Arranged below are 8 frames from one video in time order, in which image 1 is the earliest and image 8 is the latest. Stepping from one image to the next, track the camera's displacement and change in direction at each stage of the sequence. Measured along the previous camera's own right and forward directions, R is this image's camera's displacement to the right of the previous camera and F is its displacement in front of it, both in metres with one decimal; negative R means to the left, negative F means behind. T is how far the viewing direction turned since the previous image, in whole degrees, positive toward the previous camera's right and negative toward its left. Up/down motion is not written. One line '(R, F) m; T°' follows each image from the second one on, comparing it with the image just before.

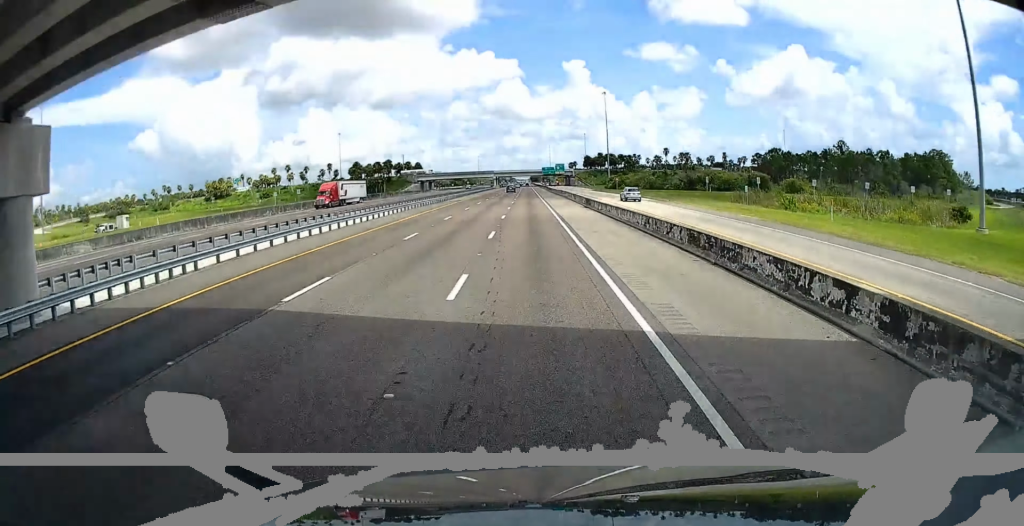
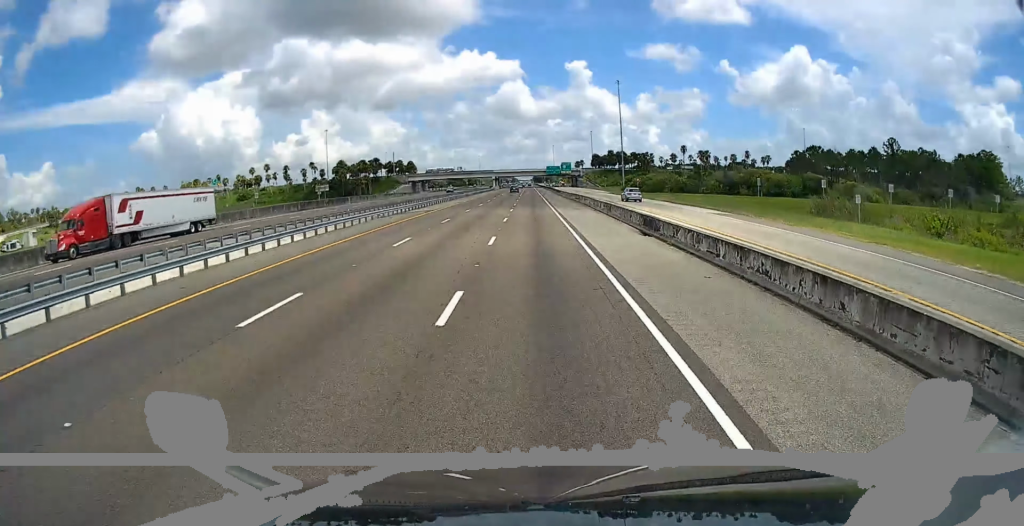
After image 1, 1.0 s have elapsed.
(+0.3, +28.1) m; +1°
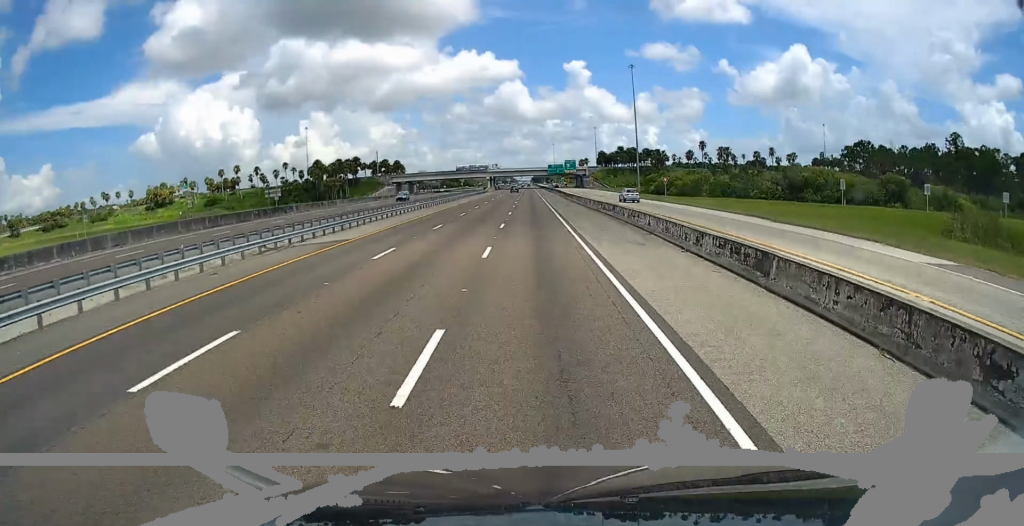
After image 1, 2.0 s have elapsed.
(+0.1, +29.1) m; 0°
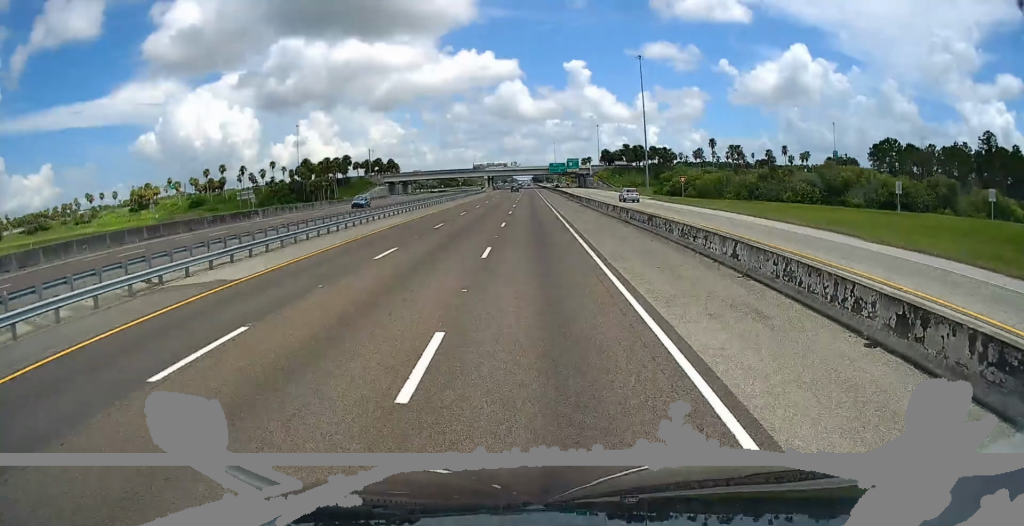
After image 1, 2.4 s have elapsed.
(0.0, +12.6) m; 0°
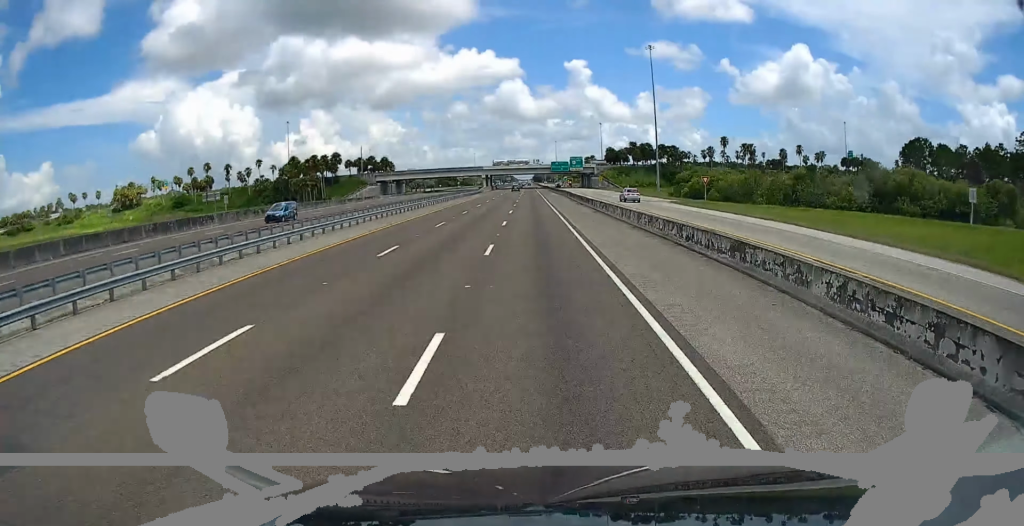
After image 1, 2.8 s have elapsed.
(0.0, +12.6) m; 0°
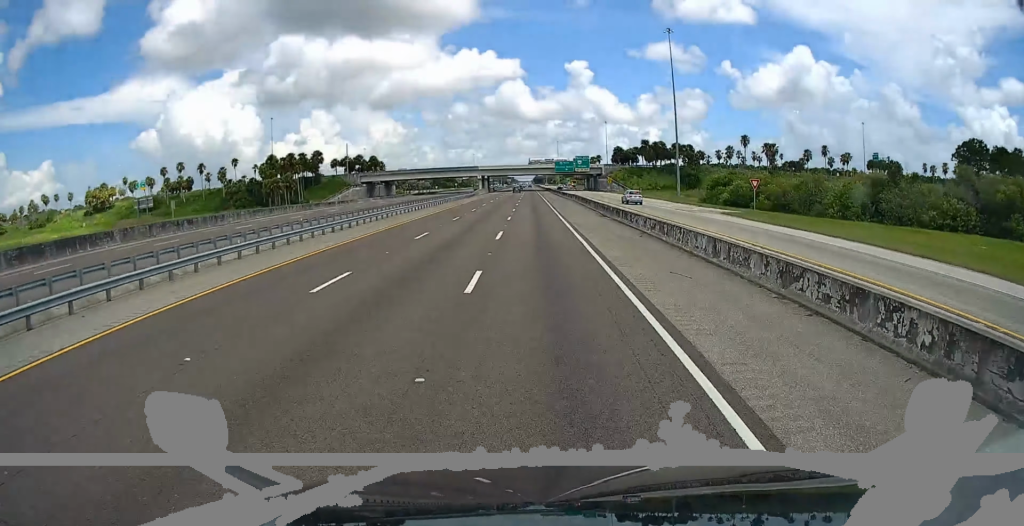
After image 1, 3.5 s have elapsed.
(0.0, +19.4) m; 0°
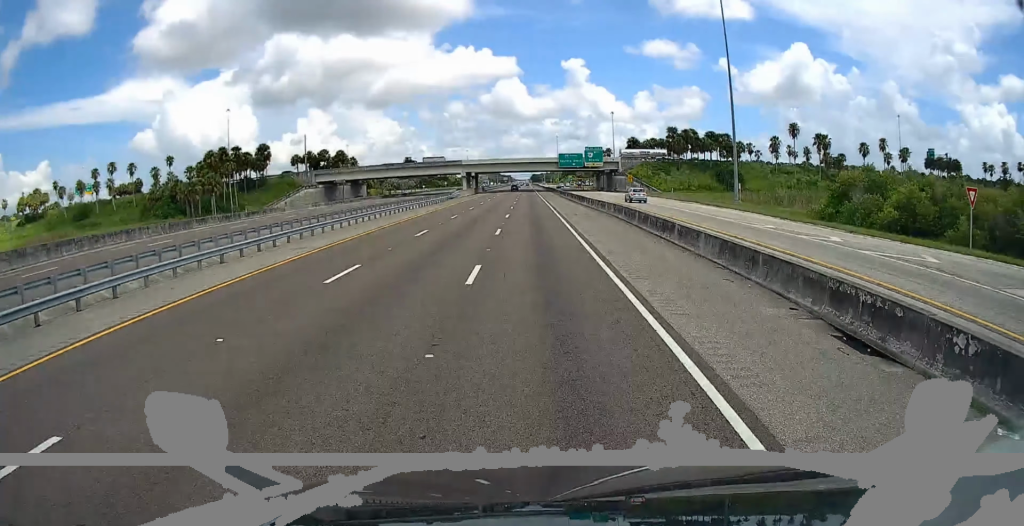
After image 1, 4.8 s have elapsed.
(0.0, +37.8) m; 0°
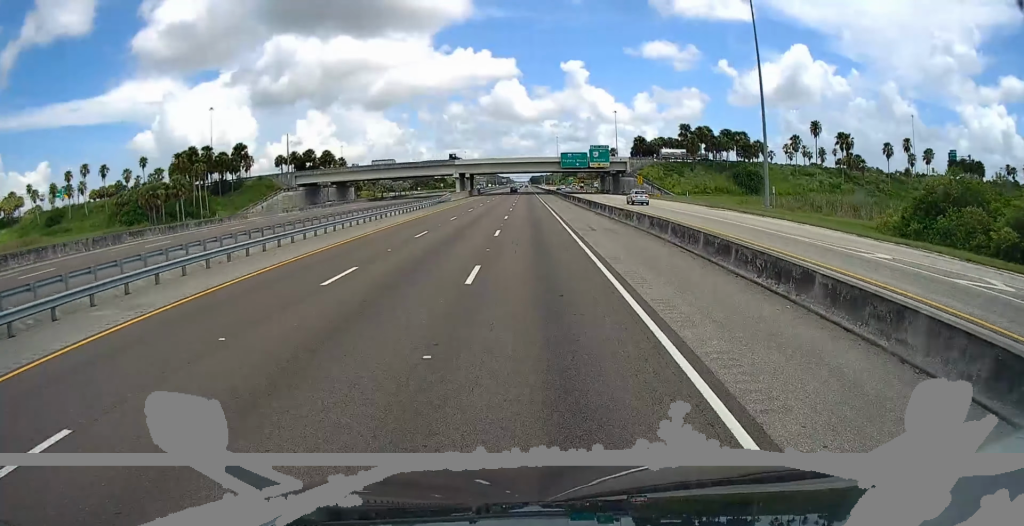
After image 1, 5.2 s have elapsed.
(0.0, +12.6) m; 0°
